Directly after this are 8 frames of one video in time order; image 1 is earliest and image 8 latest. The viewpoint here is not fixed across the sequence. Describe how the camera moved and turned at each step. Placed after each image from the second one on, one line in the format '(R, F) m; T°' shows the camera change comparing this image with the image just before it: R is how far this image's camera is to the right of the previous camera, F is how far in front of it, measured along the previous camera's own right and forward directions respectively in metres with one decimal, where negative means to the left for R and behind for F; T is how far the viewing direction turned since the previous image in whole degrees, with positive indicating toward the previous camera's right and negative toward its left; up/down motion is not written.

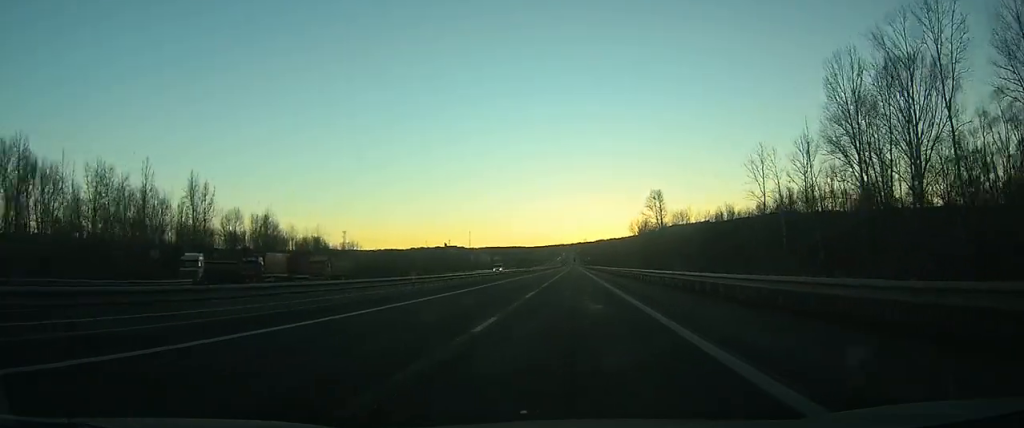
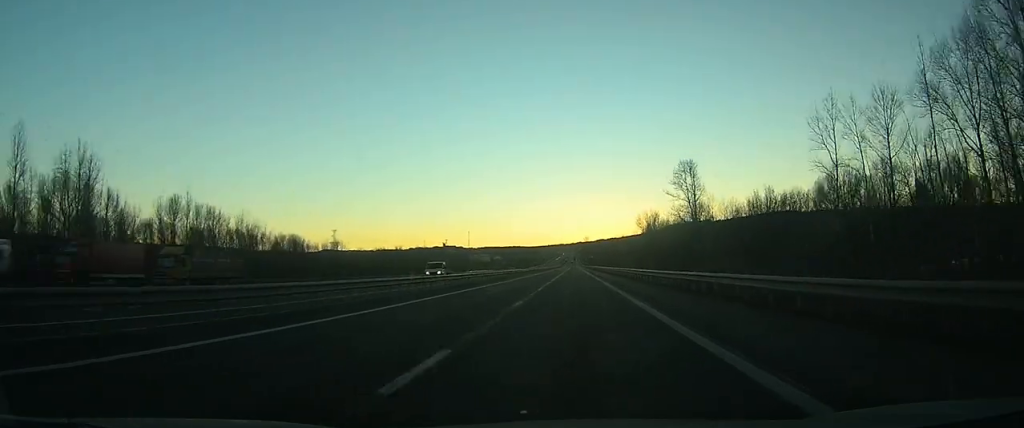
(0.0, +27.9) m; 0°
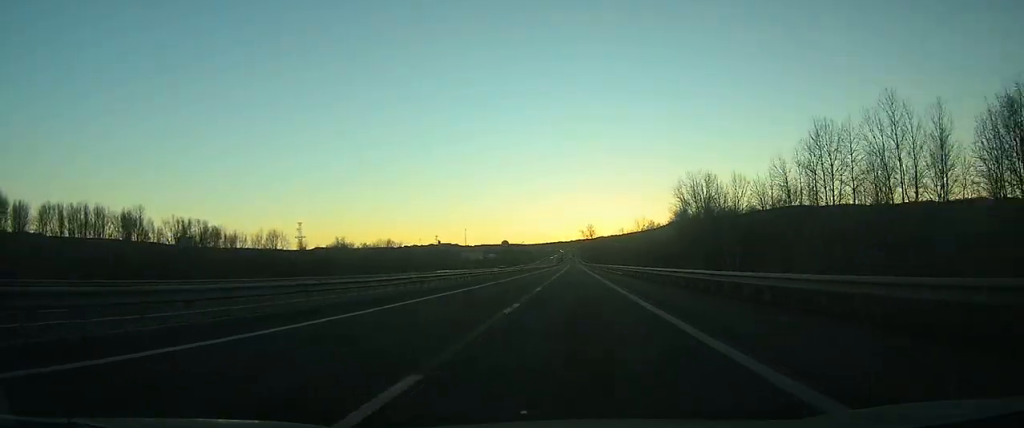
(-0.2, +86.0) m; 0°
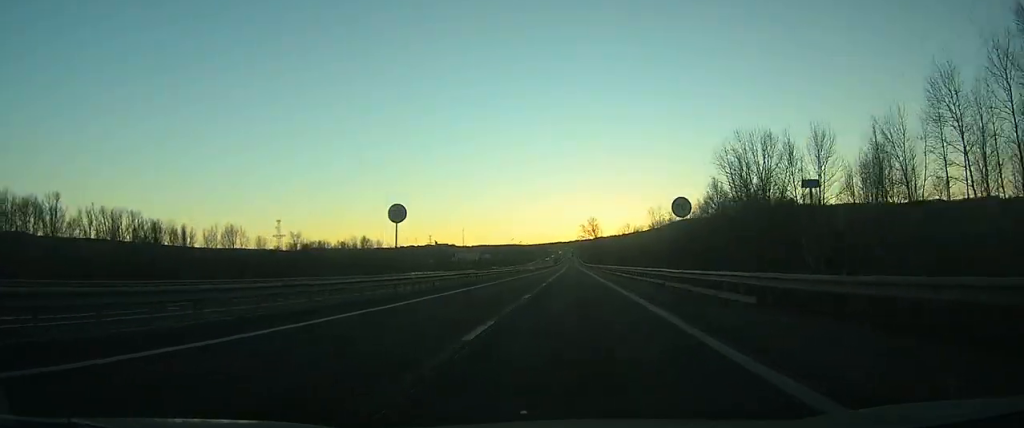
(0.0, +46.5) m; 0°
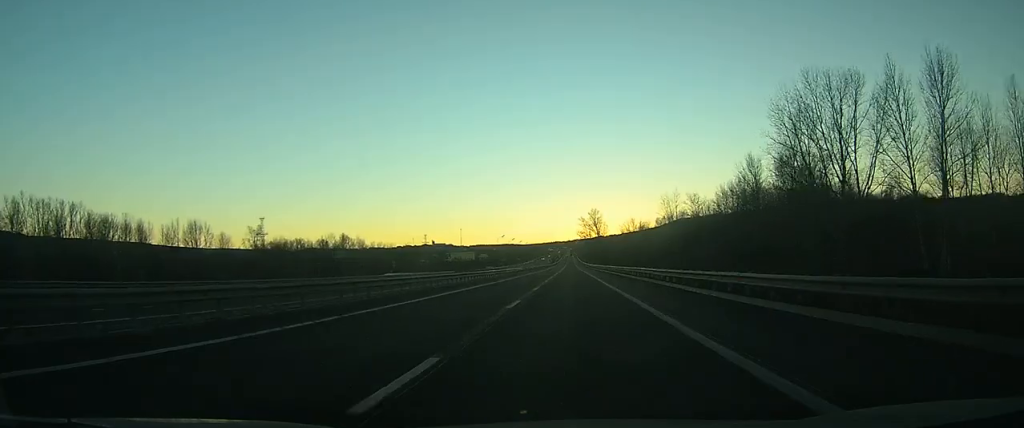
(0.0, +31.4) m; 0°
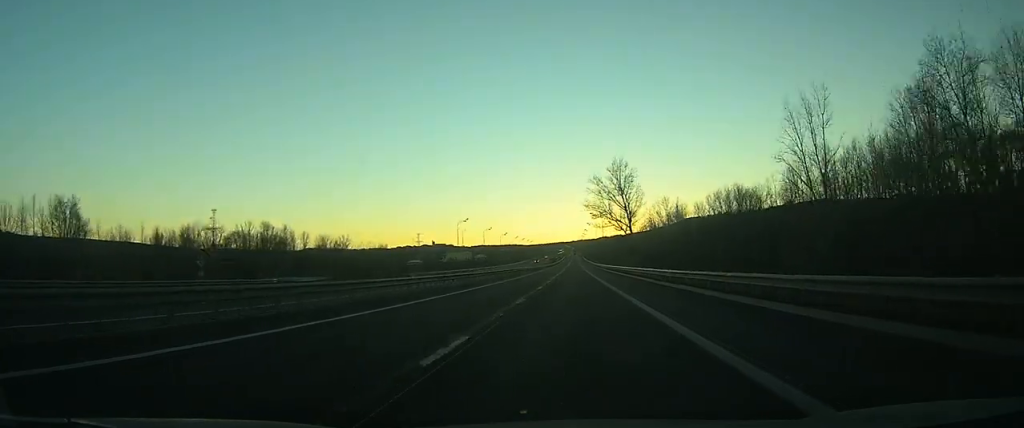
(-0.2, +83.8) m; 0°
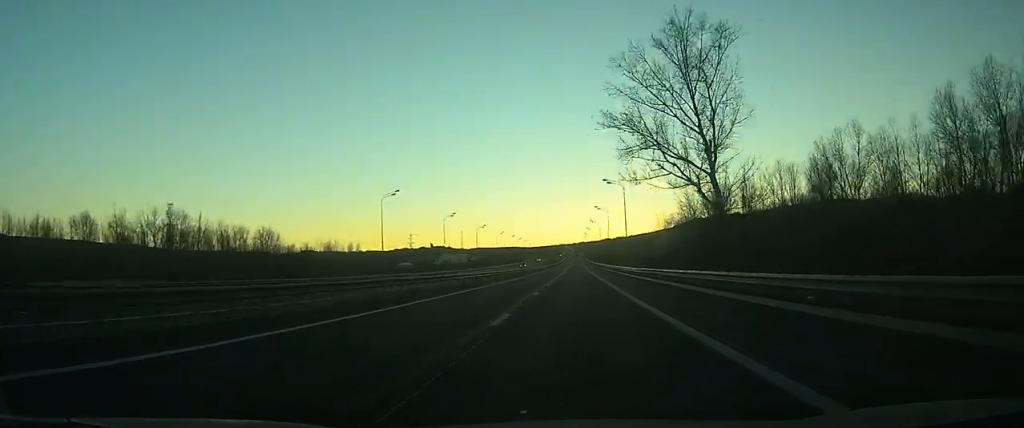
(-0.1, +52.0) m; 0°
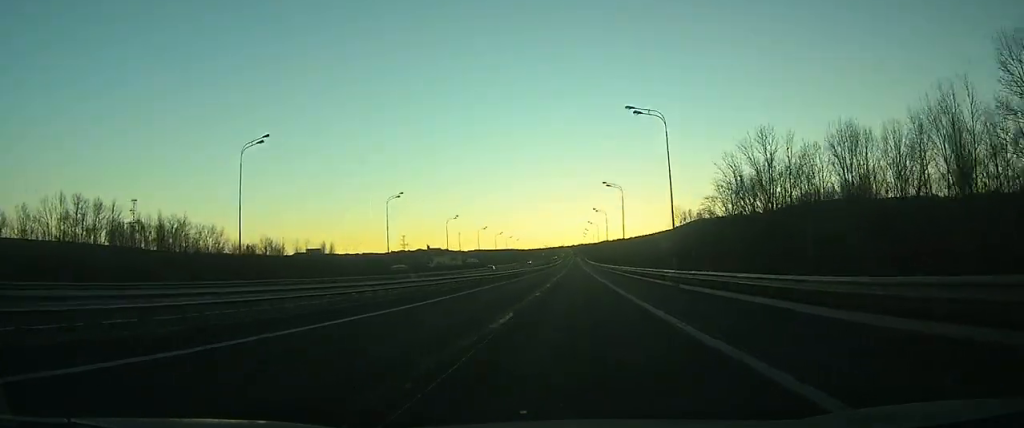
(0.0, +34.9) m; 0°
